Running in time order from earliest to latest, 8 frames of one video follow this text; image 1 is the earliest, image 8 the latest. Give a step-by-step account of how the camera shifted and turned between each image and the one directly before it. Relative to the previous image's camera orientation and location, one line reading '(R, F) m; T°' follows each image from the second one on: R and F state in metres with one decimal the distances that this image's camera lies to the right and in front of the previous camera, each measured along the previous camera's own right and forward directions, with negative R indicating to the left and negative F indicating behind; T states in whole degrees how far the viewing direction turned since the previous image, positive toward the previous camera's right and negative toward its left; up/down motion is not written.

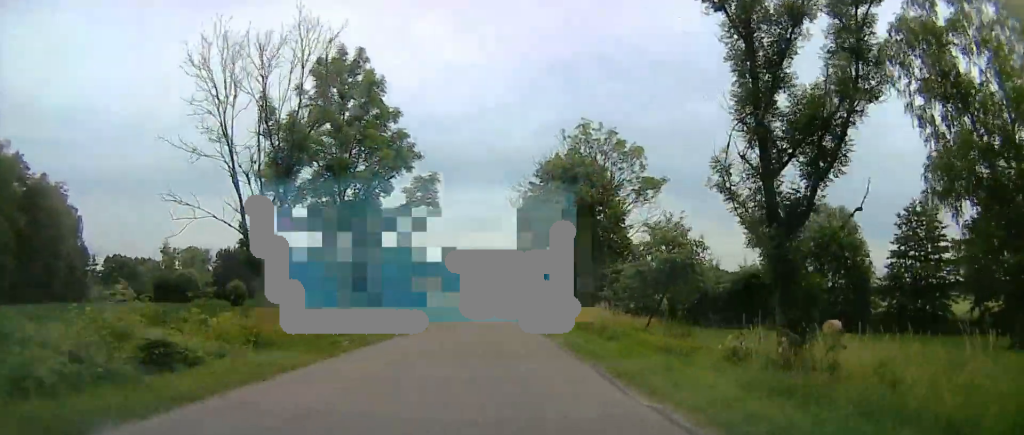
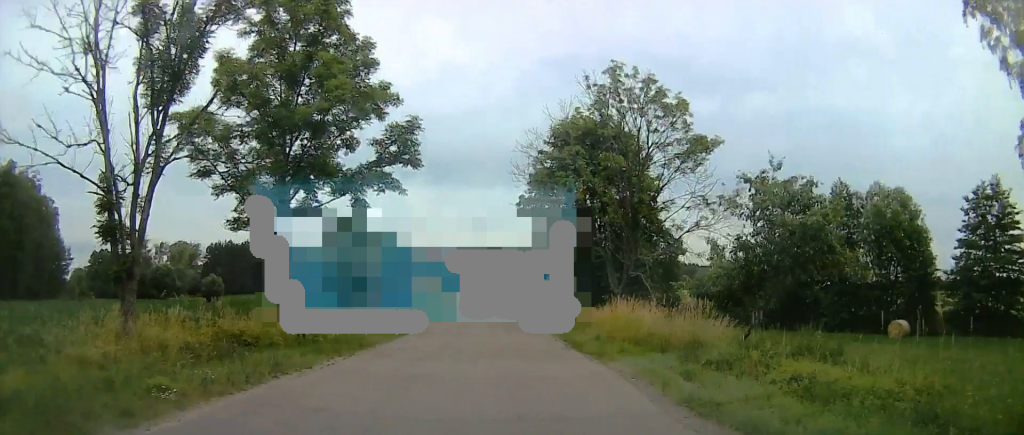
(+0.1, +9.6) m; 0°
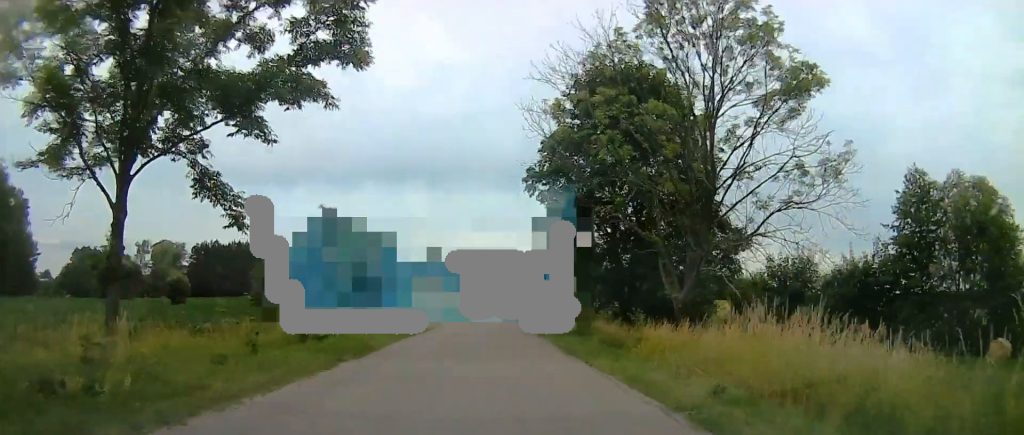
(0.0, +10.9) m; -1°
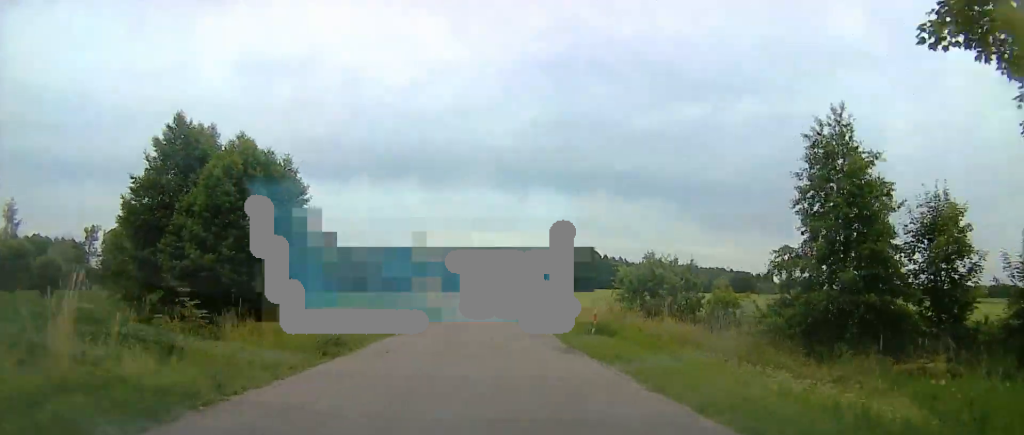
(-0.6, +30.4) m; -2°
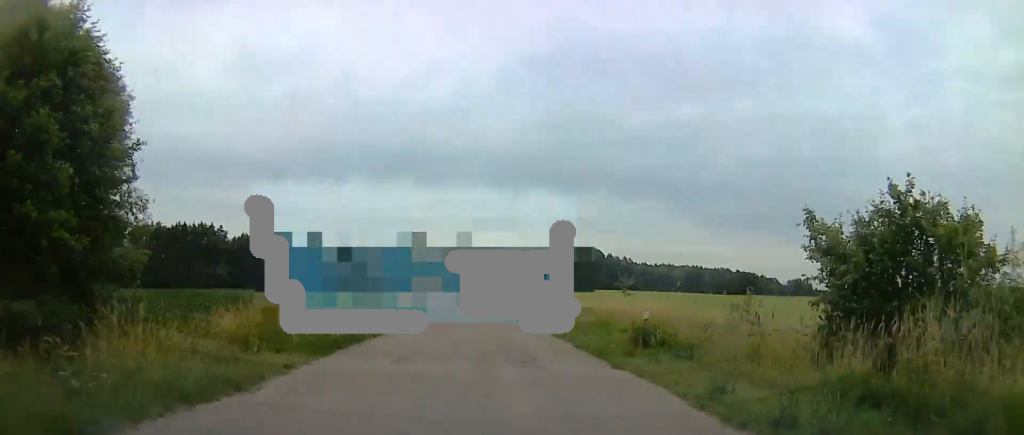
(0.0, +18.5) m; -1°
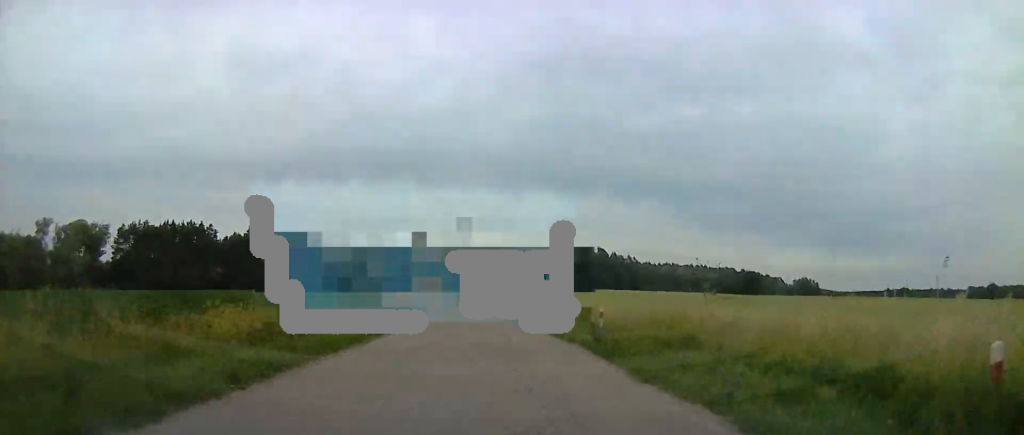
(+0.1, +11.6) m; -1°
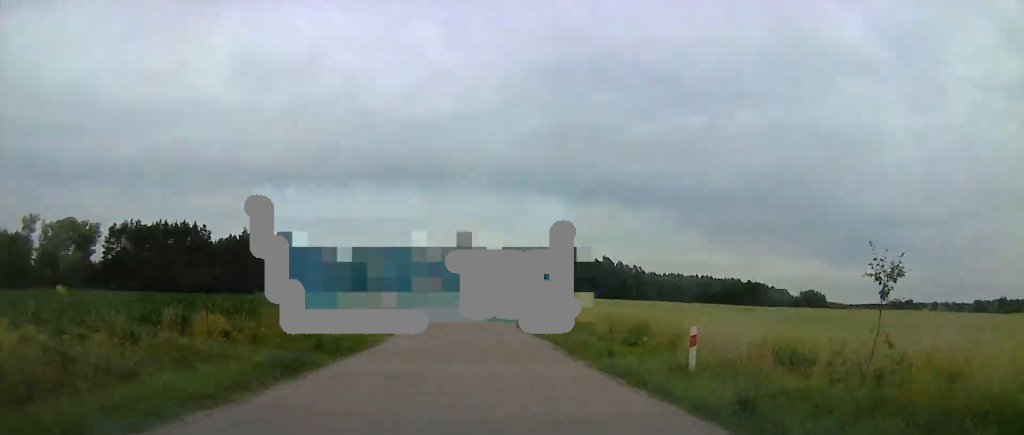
(-0.1, +9.8) m; -1°
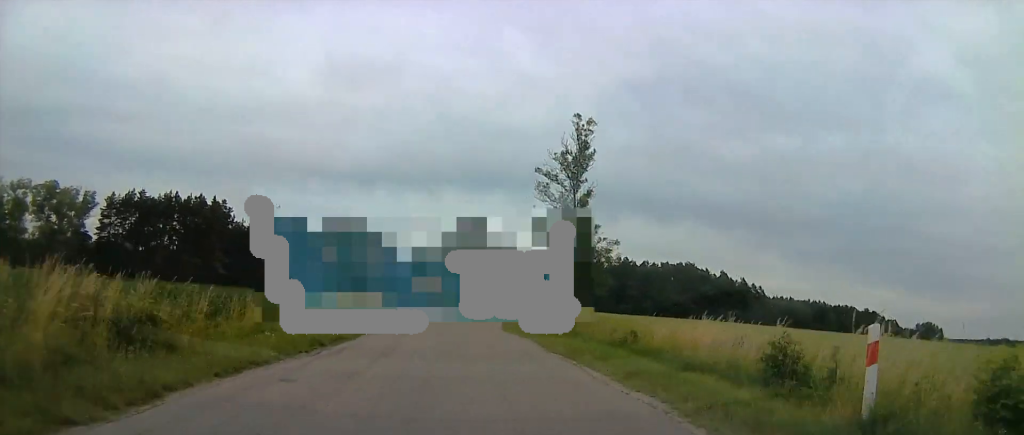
(-1.6, +63.8) m; -5°
